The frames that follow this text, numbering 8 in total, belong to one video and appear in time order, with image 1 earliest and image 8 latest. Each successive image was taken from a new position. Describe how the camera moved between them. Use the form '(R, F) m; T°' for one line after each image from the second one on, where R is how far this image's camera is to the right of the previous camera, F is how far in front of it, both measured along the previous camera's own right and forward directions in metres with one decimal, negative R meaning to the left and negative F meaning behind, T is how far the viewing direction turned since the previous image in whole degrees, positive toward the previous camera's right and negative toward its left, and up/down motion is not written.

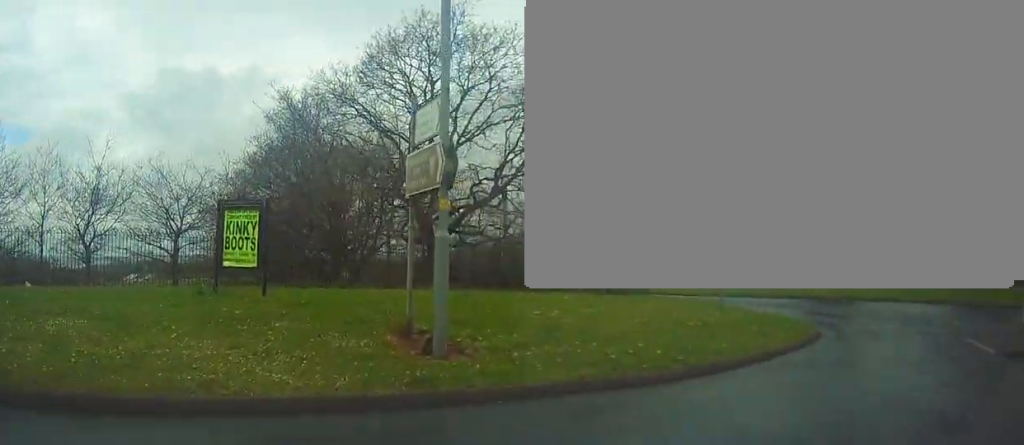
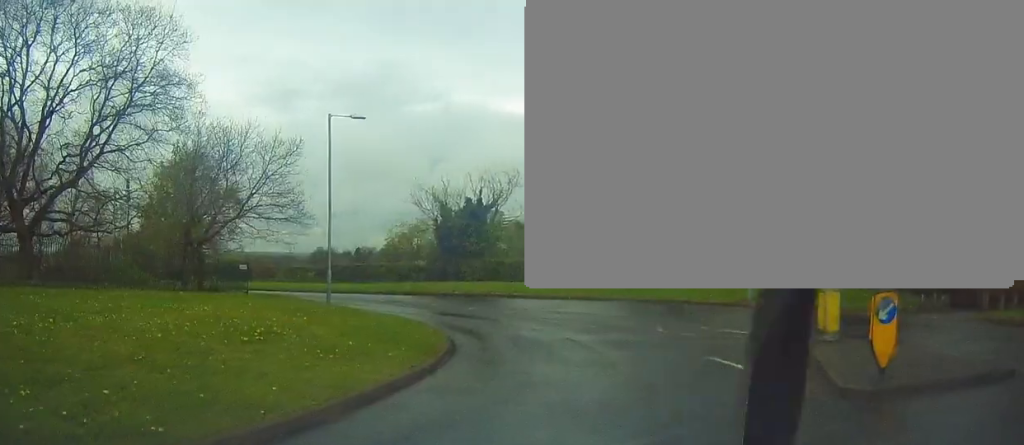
(+1.1, +4.8) m; +21°
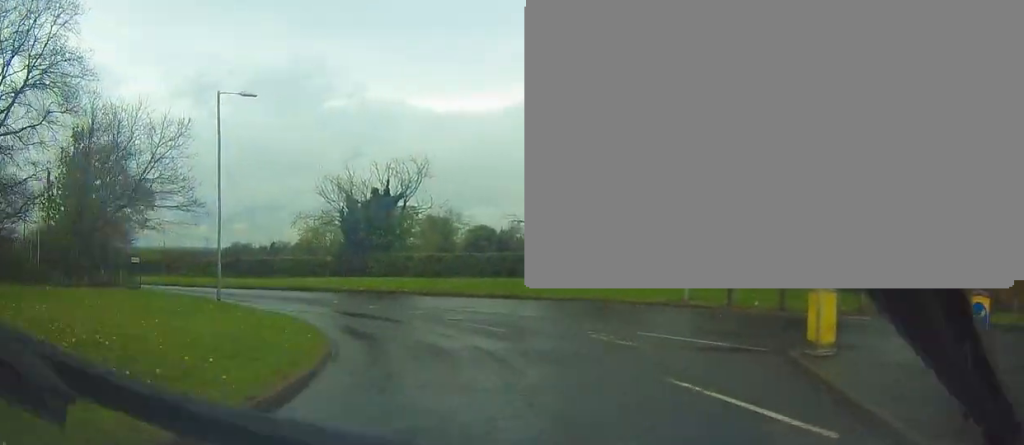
(+0.2, +2.7) m; +7°
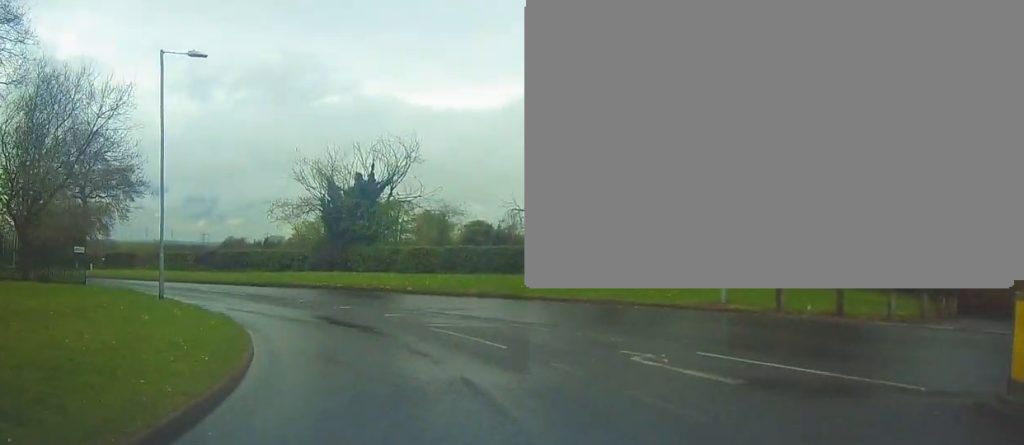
(+0.2, +4.2) m; +3°
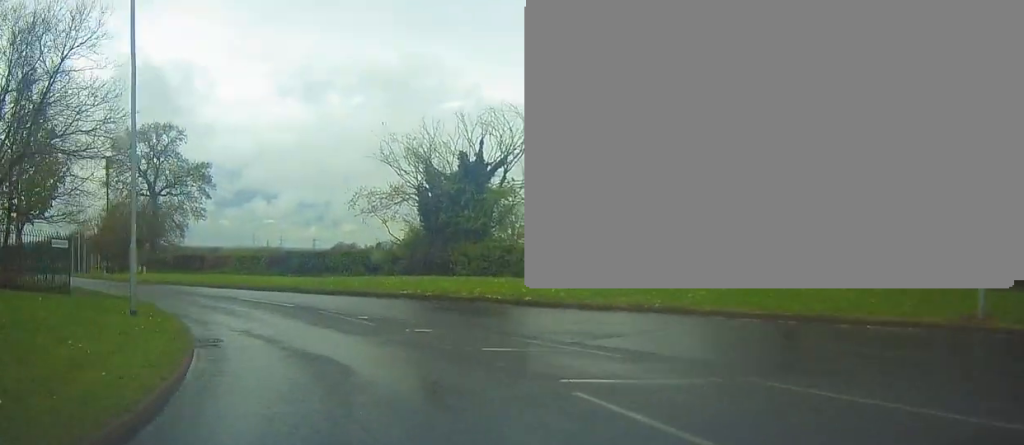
(-0.2, +8.0) m; -8°
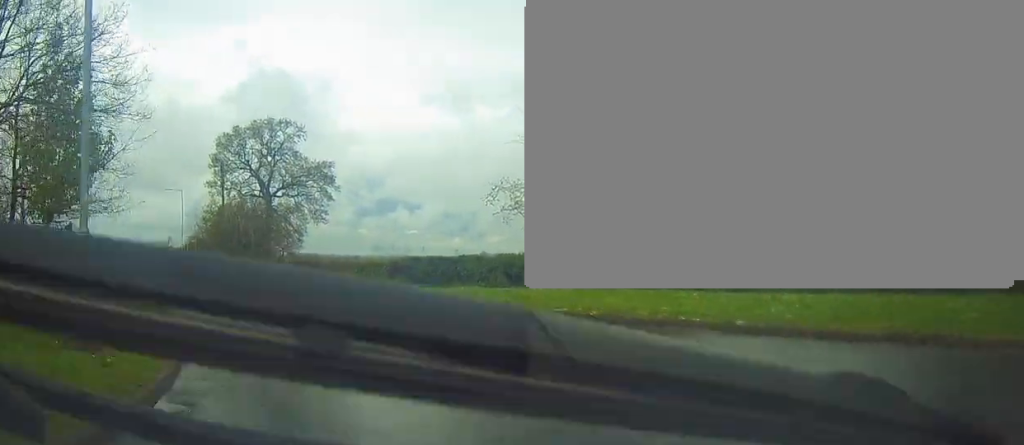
(-0.7, +6.2) m; -13°
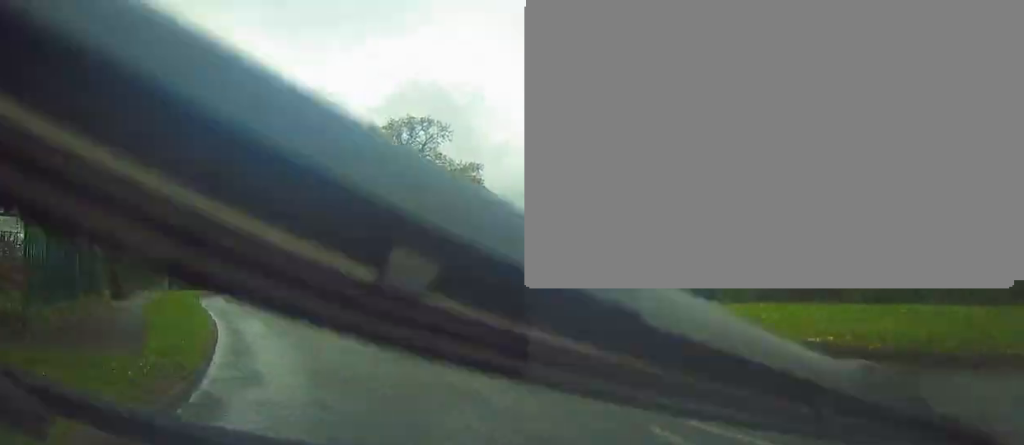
(-0.6, +5.8) m; -10°
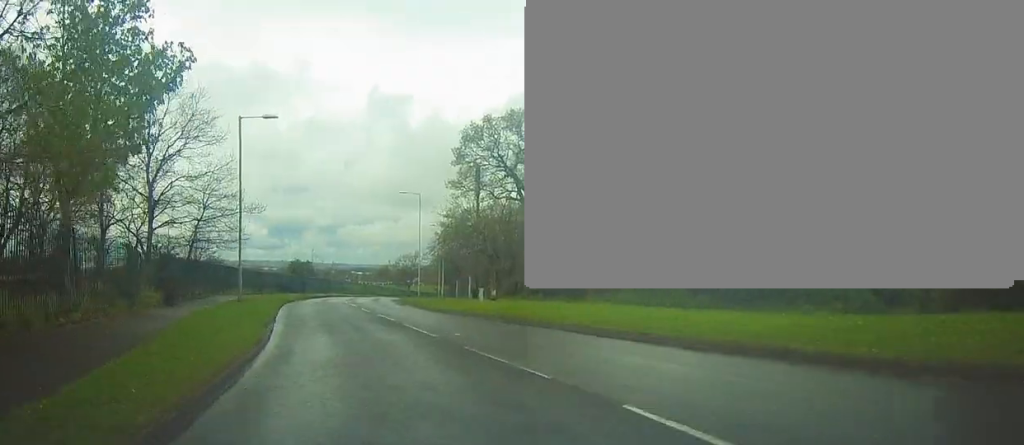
(0.0, +4.4) m; -6°
